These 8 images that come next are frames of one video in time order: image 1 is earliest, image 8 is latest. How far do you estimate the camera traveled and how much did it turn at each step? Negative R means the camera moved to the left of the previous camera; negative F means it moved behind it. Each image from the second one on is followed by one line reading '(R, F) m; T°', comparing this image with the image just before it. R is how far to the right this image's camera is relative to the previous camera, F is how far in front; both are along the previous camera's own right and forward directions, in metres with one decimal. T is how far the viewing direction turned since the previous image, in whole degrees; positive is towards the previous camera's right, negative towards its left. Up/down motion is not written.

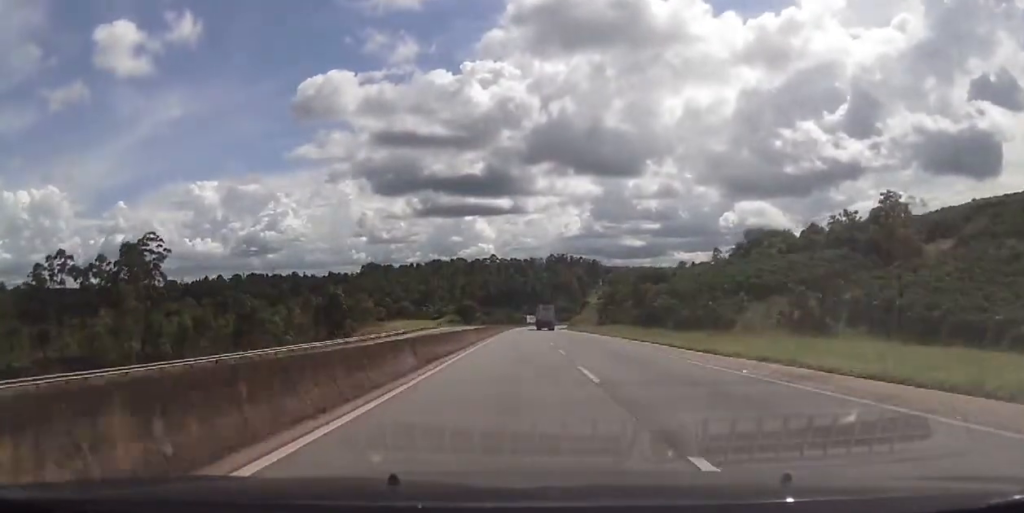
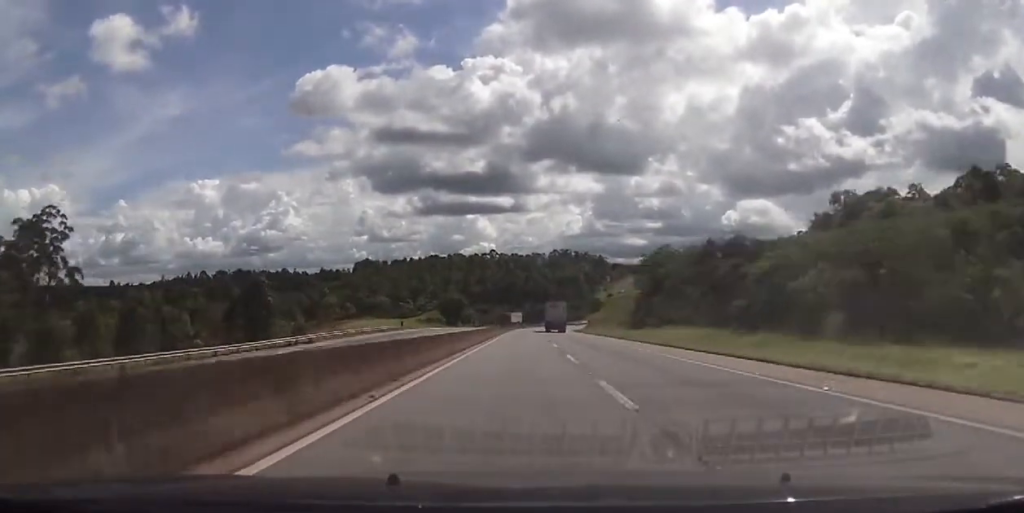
(-0.1, +53.3) m; 0°
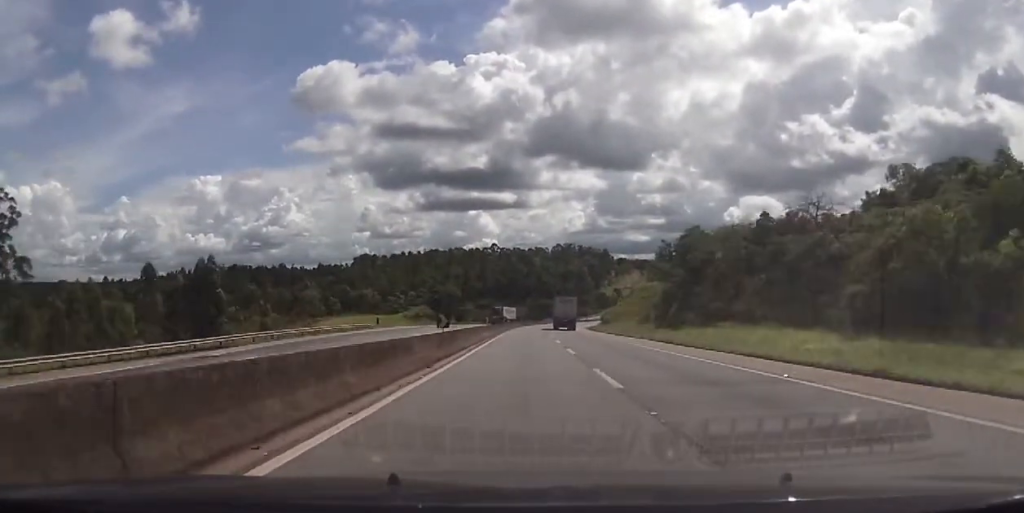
(0.0, +21.9) m; 0°
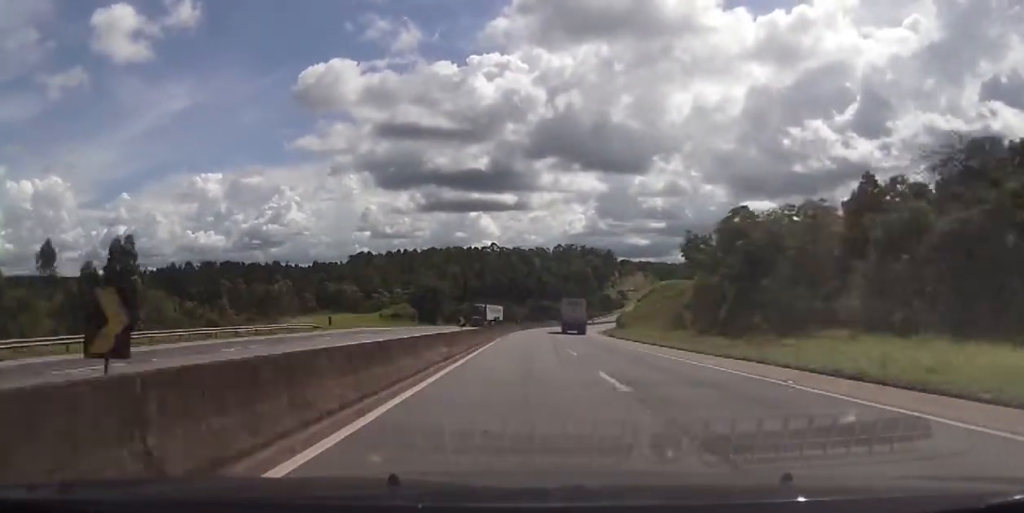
(0.0, +24.2) m; 0°
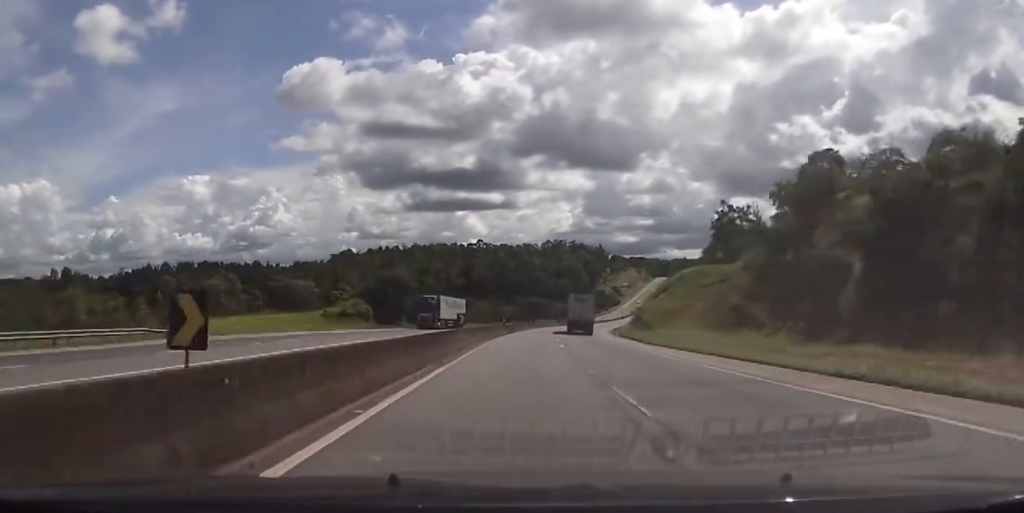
(0.0, +28.7) m; 0°
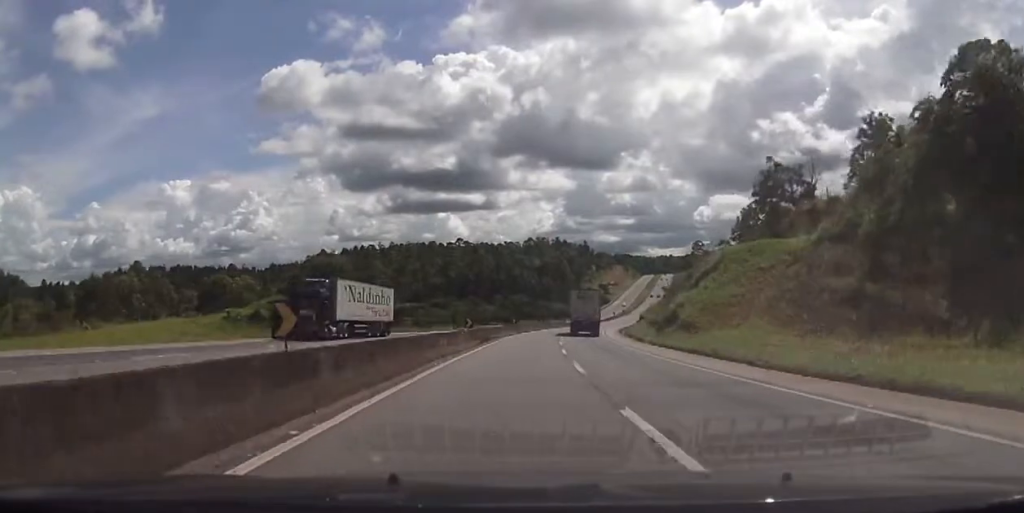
(+0.2, +26.1) m; +1°
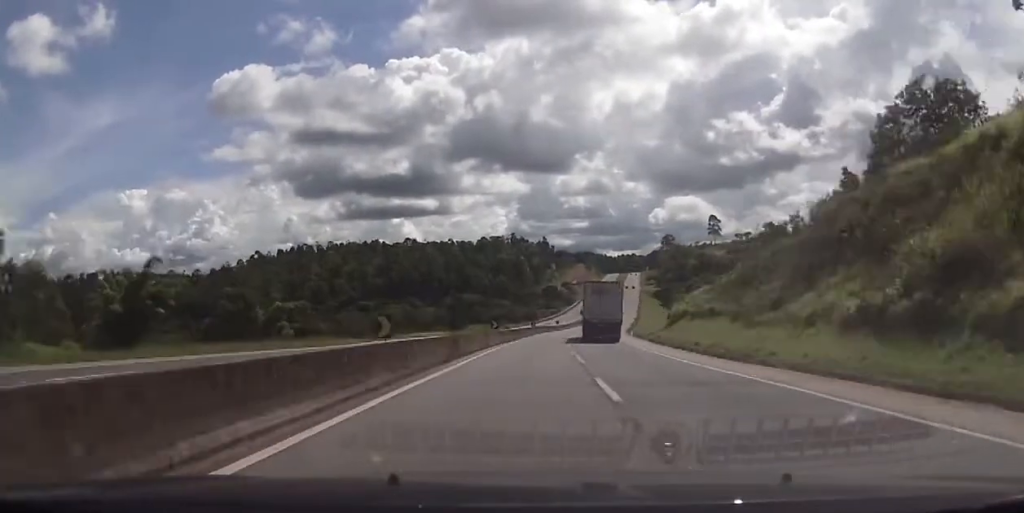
(+0.7, +52.2) m; +4°
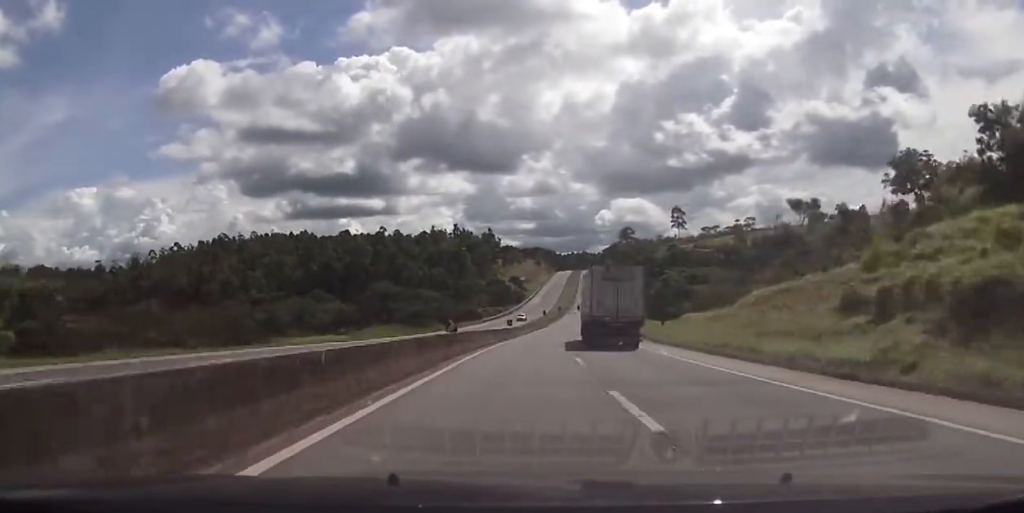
(+2.3, +49.3) m; +4°
